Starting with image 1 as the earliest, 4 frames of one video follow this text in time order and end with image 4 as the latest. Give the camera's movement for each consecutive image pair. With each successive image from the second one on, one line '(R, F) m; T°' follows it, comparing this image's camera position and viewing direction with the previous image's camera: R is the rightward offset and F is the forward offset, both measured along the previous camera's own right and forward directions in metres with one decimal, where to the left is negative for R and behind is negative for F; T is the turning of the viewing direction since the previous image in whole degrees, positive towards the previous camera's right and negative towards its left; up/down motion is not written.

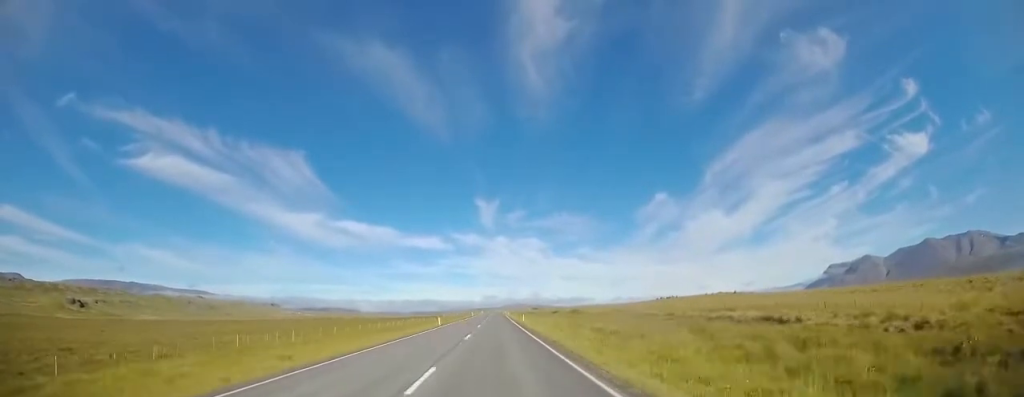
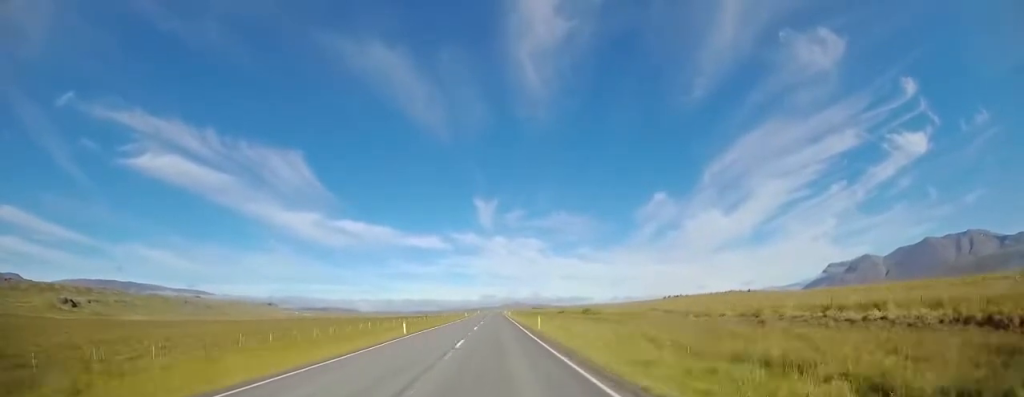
(0.0, +16.6) m; 0°
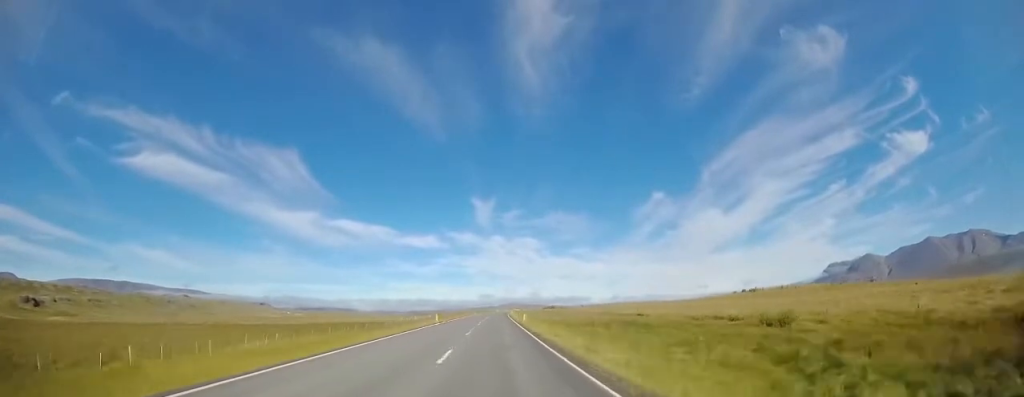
(+0.1, +87.1) m; +1°
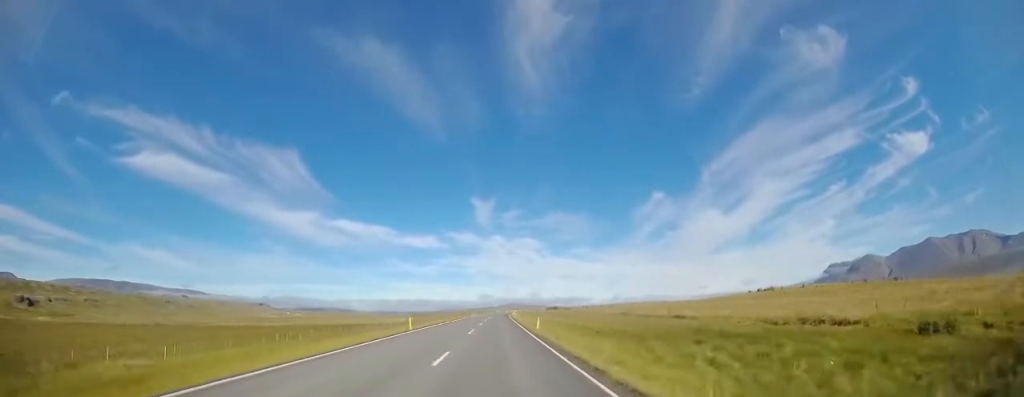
(0.0, +12.4) m; 0°
